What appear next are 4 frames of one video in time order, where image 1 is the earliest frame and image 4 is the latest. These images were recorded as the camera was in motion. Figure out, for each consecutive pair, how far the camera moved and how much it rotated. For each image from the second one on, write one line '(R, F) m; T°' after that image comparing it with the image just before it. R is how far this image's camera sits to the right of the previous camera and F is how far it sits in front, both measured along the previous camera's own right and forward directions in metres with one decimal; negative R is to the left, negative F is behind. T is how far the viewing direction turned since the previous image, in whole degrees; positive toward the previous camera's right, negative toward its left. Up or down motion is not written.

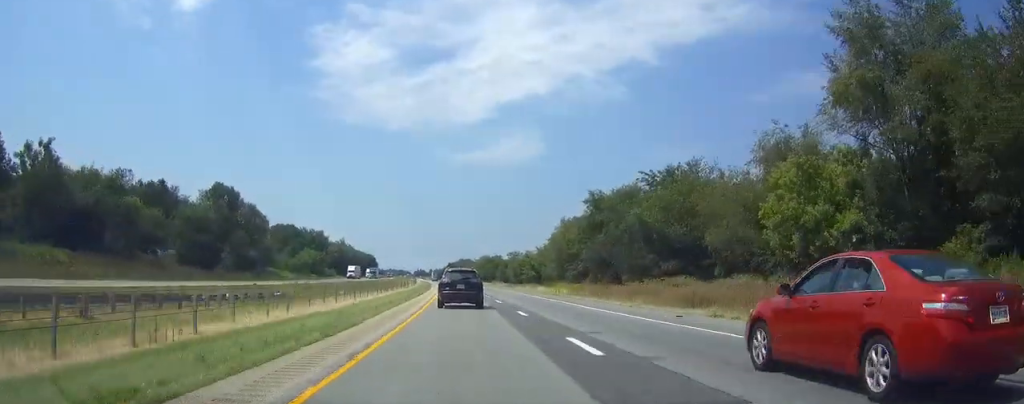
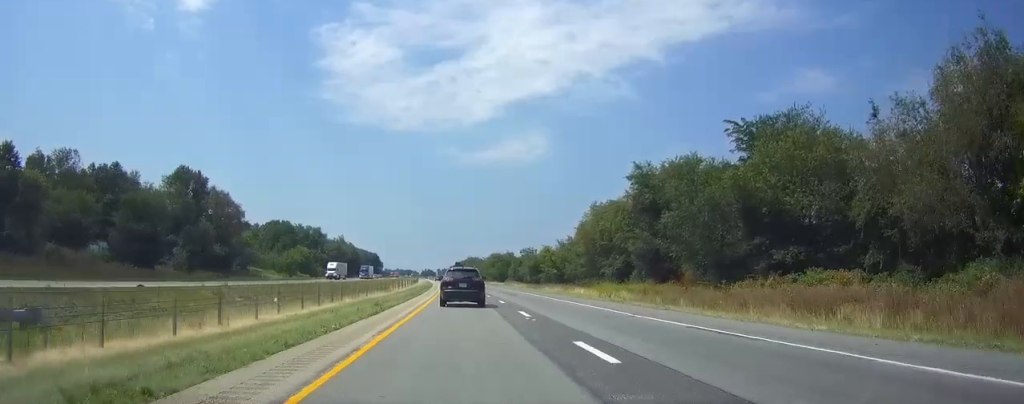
(-0.3, +25.8) m; -1°
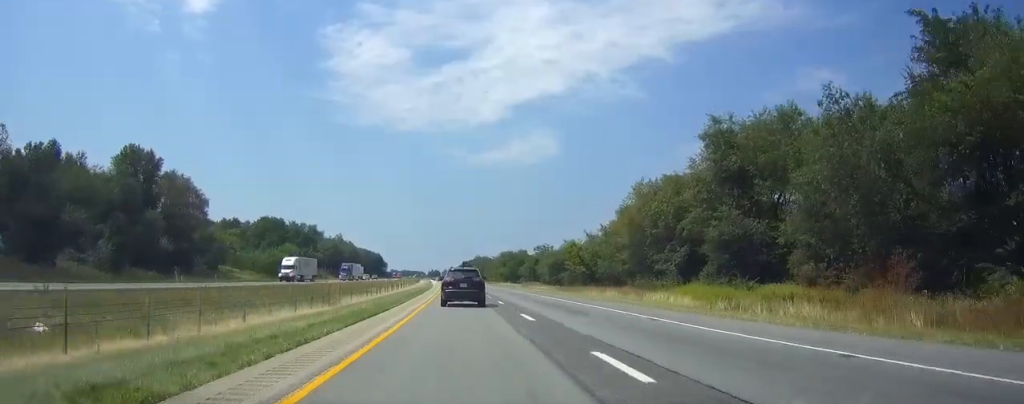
(-0.3, +25.9) m; -1°
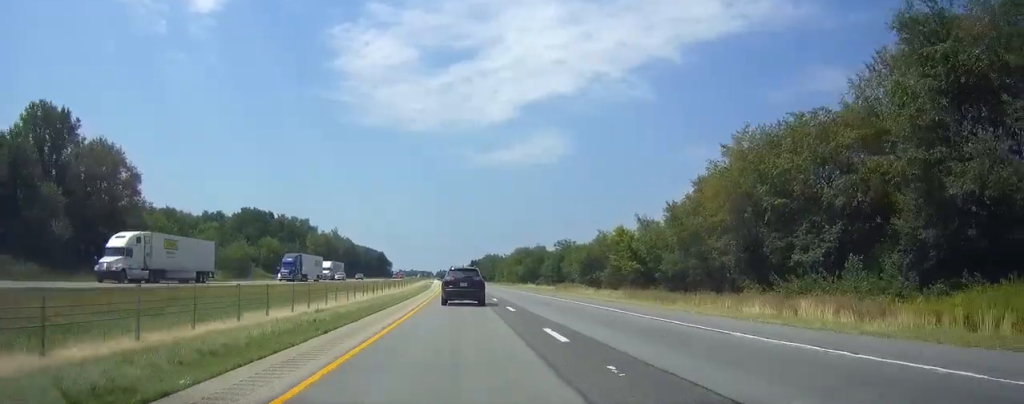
(-0.3, +31.4) m; 0°
